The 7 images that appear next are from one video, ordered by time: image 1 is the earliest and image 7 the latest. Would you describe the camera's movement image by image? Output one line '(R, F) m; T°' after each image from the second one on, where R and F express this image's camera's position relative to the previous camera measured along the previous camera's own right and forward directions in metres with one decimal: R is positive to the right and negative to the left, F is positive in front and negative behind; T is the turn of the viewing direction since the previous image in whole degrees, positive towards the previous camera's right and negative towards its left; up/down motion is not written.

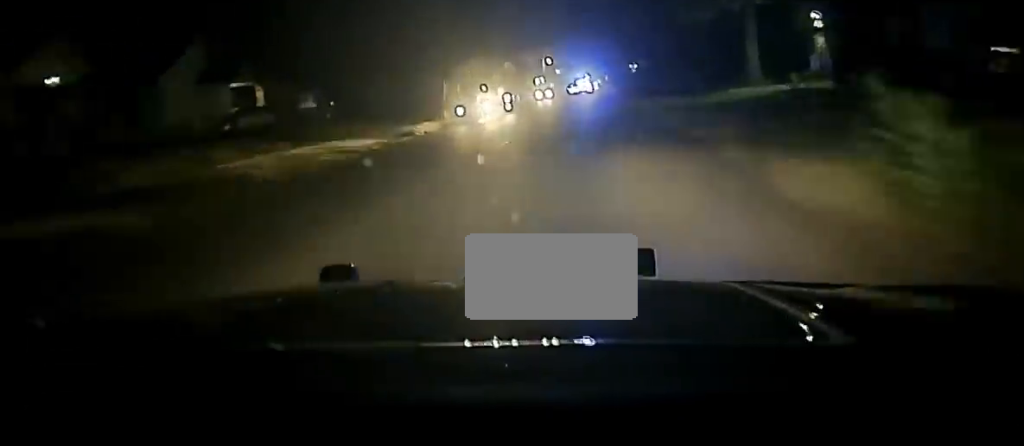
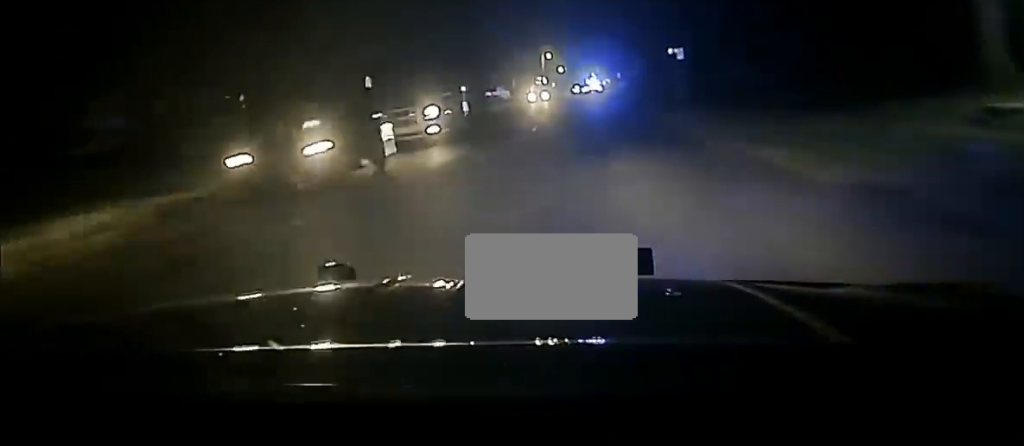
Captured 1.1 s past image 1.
(-0.4, +32.1) m; 0°
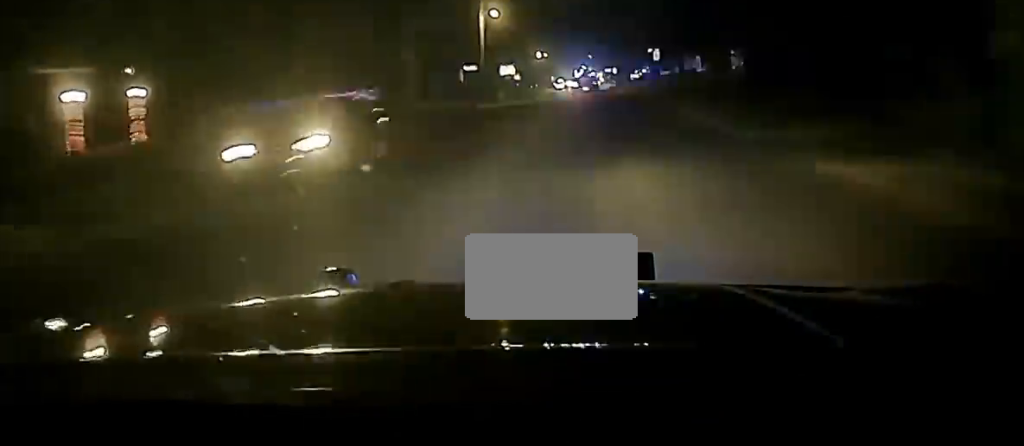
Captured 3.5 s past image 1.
(+1.1, +75.7) m; +1°
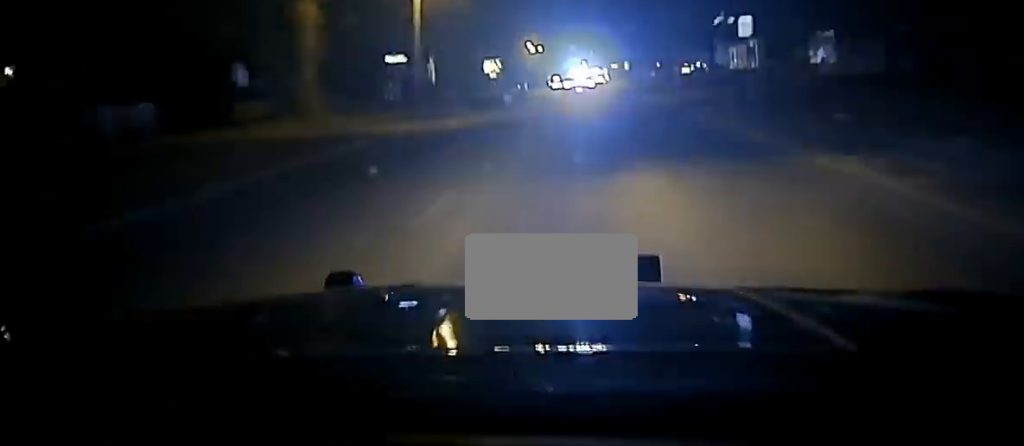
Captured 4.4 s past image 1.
(0.0, +23.9) m; 0°
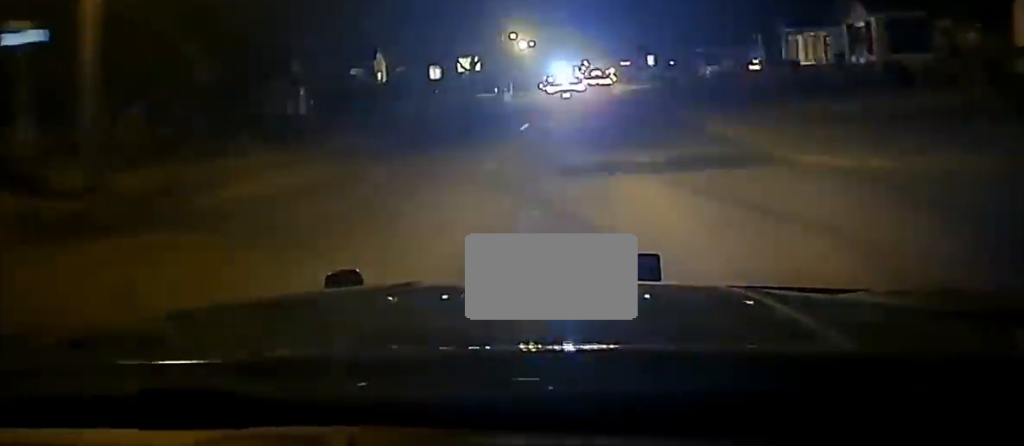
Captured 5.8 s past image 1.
(0.0, +24.1) m; -1°
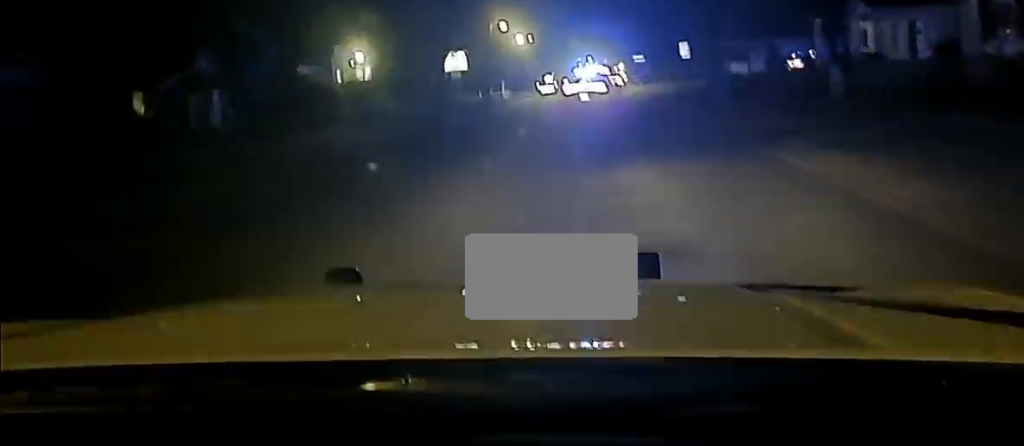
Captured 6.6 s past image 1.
(-0.2, +12.1) m; -1°
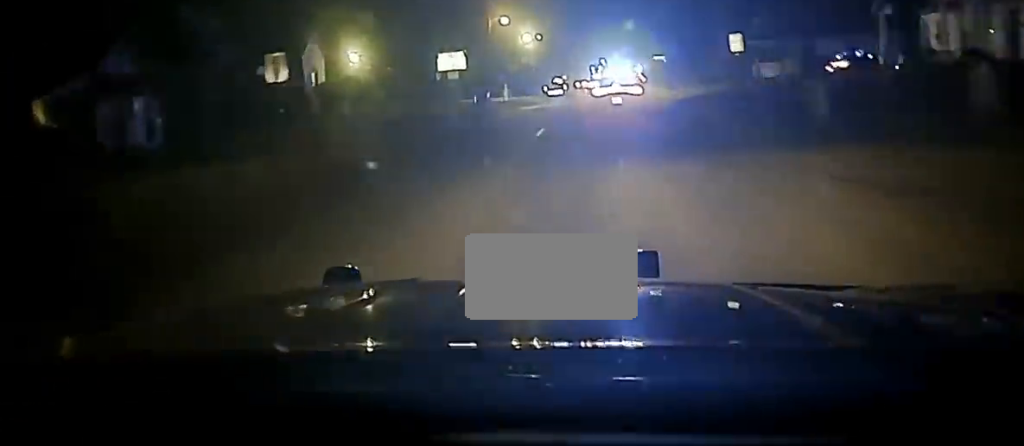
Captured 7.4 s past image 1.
(-0.1, +9.7) m; 0°
